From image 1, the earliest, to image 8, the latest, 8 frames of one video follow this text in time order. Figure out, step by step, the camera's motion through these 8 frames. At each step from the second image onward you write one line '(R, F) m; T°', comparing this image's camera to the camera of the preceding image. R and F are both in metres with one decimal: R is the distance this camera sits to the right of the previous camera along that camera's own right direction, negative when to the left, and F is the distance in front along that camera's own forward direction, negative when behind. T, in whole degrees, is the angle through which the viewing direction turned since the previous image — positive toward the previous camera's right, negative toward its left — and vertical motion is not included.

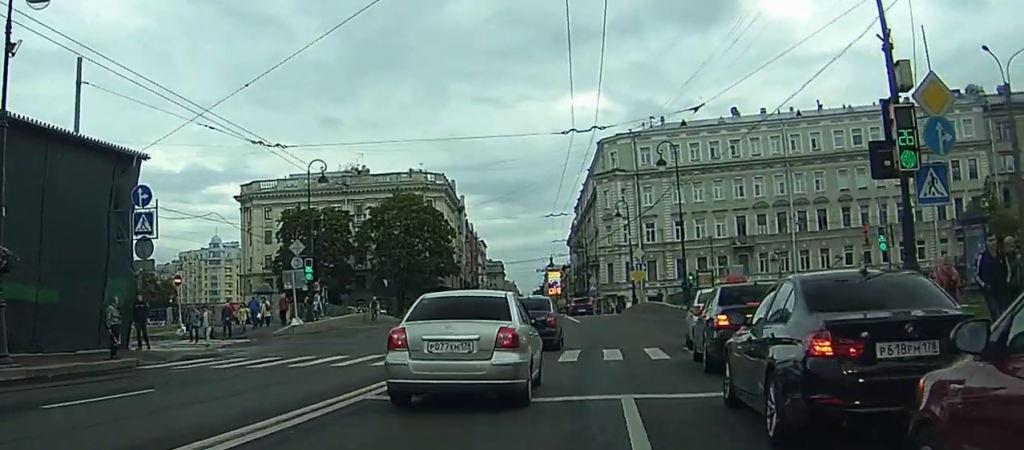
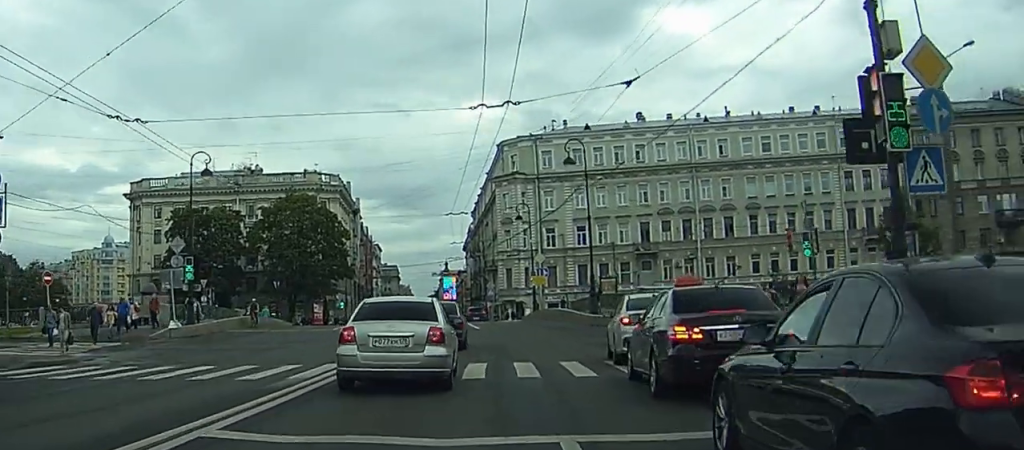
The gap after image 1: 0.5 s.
(-2.6, +6.0) m; +1°
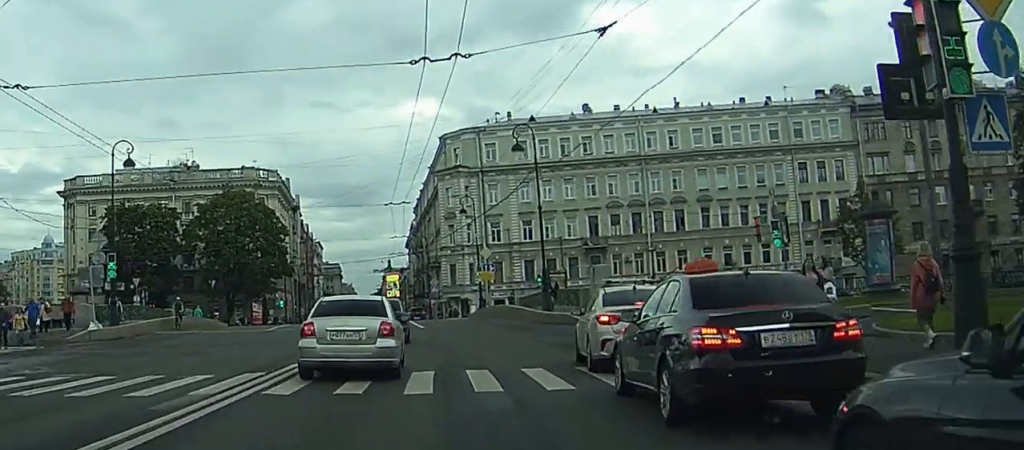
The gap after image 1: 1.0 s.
(+2.3, +4.8) m; +12°
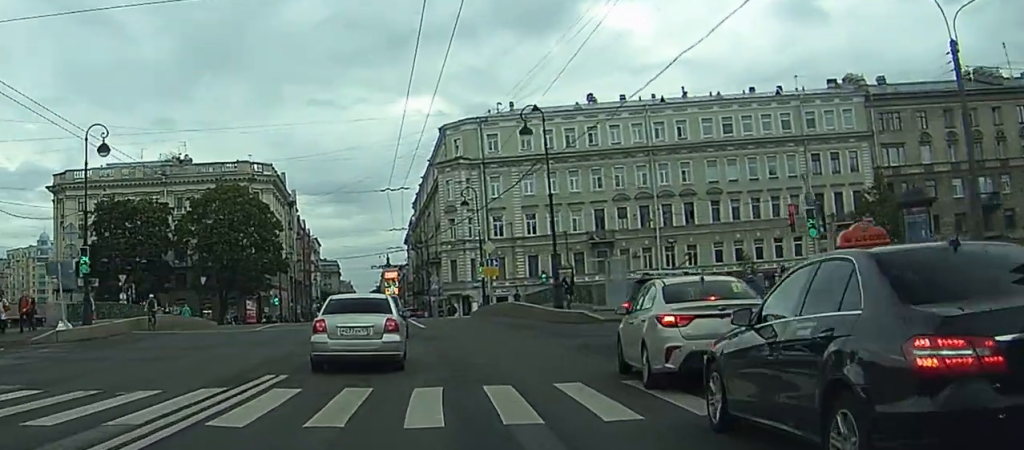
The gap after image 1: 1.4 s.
(+1.2, +5.2) m; +12°
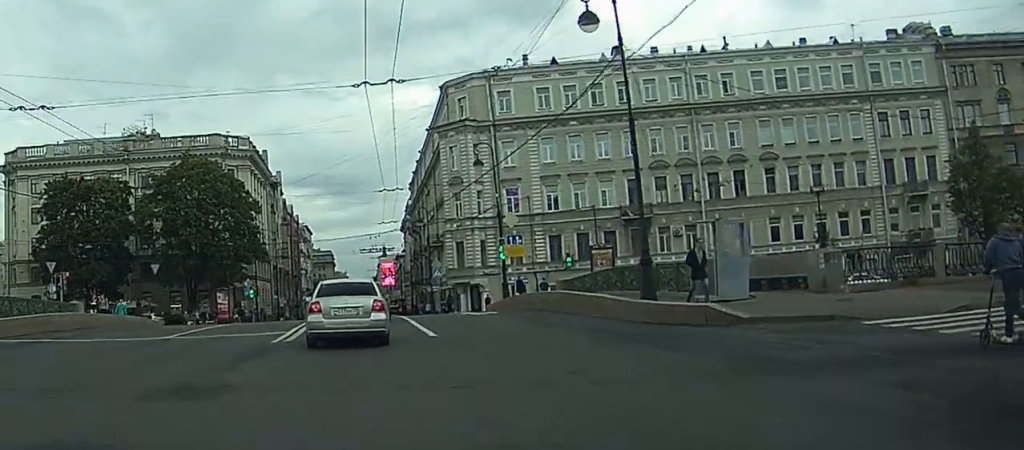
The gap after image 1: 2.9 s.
(+1.1, +19.7) m; +2°
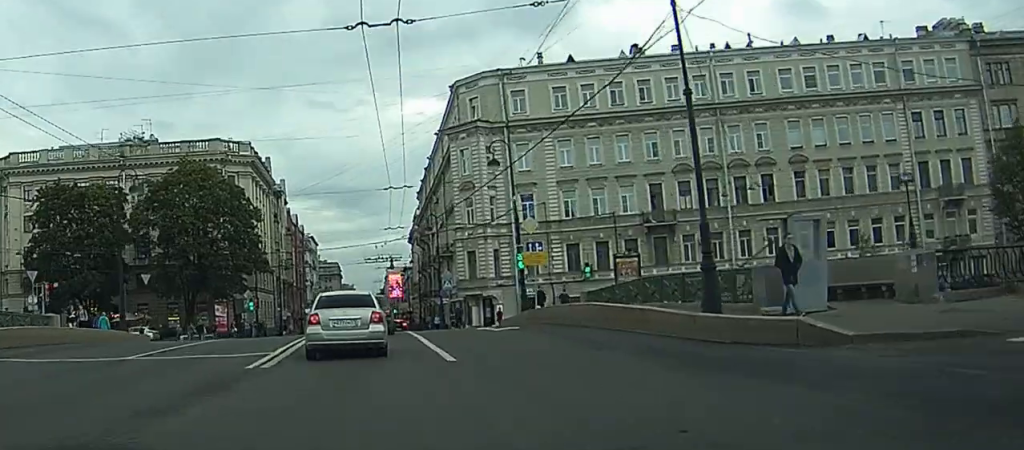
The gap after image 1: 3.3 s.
(-0.1, +5.4) m; 0°
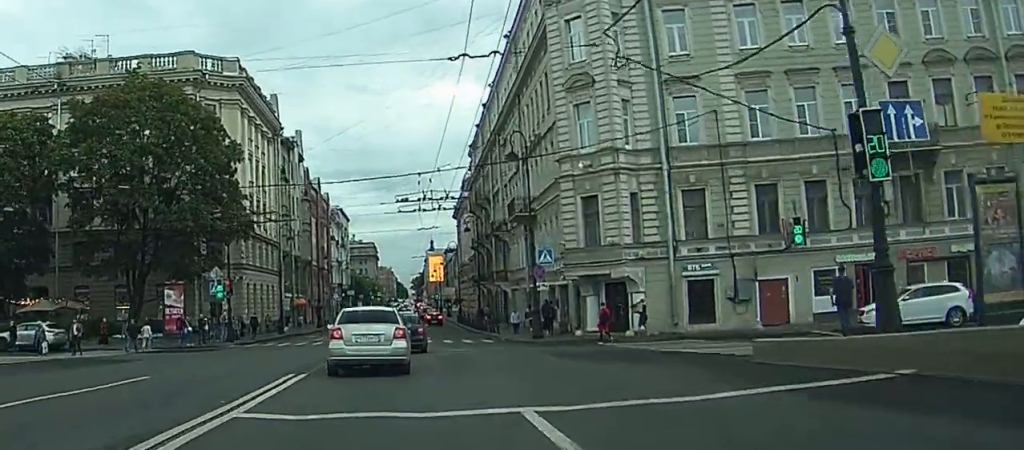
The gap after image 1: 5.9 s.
(-0.2, +37.7) m; -3°
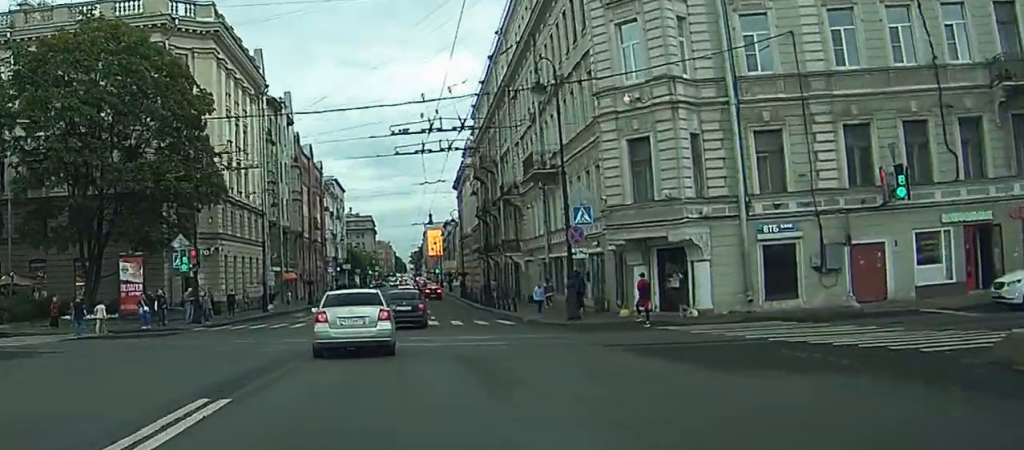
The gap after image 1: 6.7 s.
(+0.1, +10.4) m; -3°
